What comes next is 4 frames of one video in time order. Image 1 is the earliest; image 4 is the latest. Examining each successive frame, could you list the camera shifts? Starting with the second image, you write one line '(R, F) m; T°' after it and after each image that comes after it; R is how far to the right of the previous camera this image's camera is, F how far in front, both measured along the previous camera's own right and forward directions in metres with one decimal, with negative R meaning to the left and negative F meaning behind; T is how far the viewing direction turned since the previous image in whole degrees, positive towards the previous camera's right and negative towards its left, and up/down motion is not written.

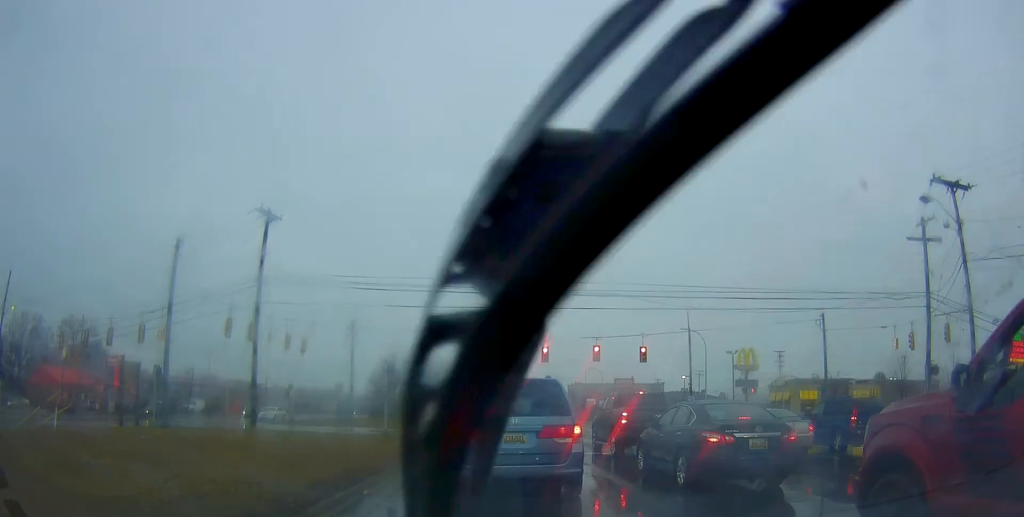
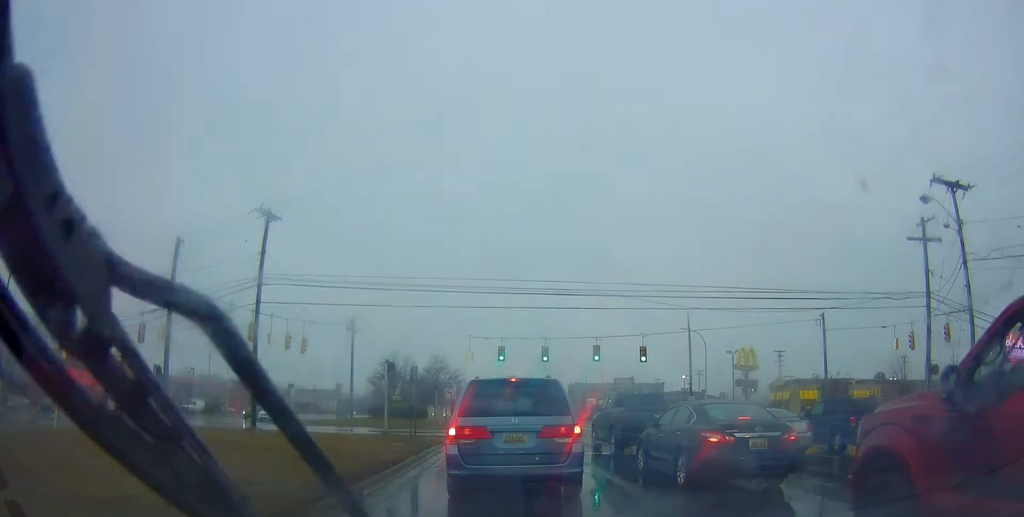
(0.0, 0.0) m; 0°
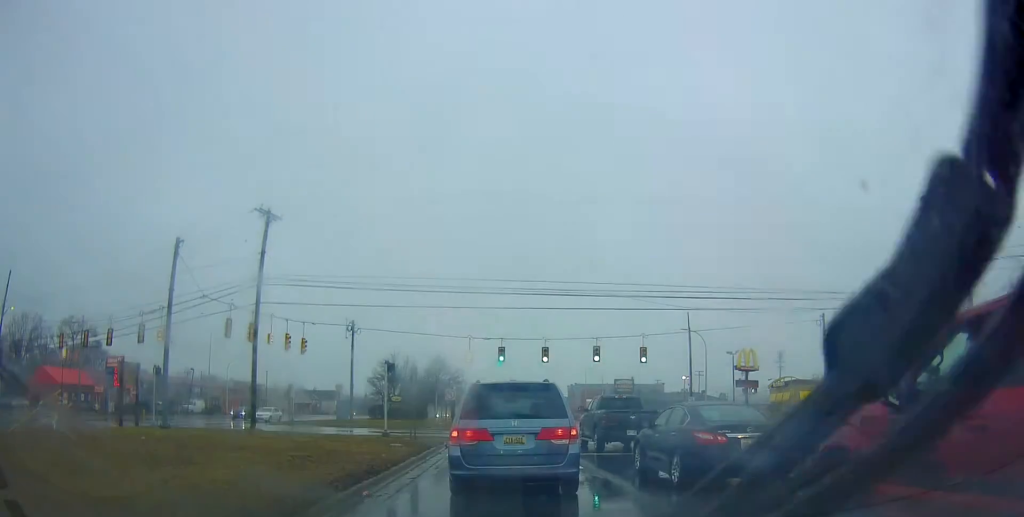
(0.0, 0.0) m; 0°
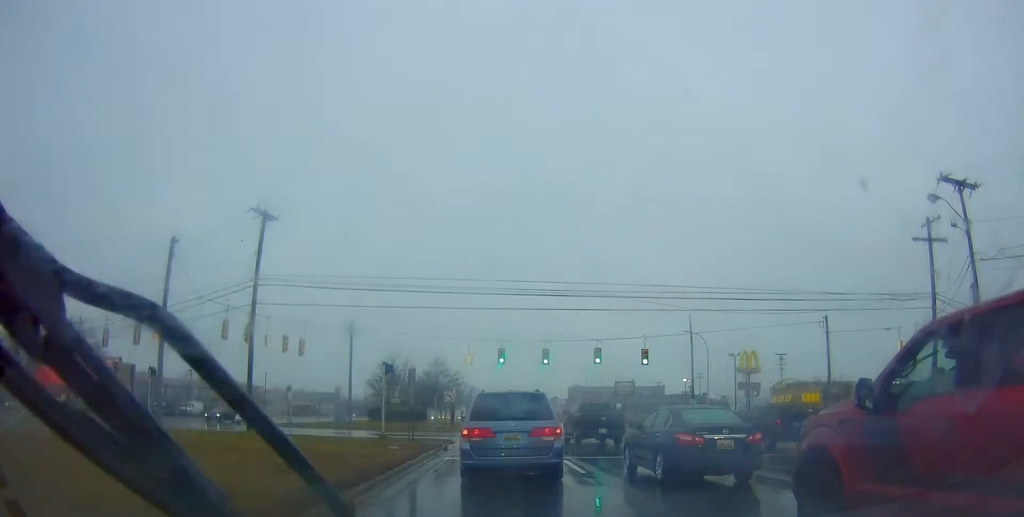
(0.0, +0.1) m; -1°
